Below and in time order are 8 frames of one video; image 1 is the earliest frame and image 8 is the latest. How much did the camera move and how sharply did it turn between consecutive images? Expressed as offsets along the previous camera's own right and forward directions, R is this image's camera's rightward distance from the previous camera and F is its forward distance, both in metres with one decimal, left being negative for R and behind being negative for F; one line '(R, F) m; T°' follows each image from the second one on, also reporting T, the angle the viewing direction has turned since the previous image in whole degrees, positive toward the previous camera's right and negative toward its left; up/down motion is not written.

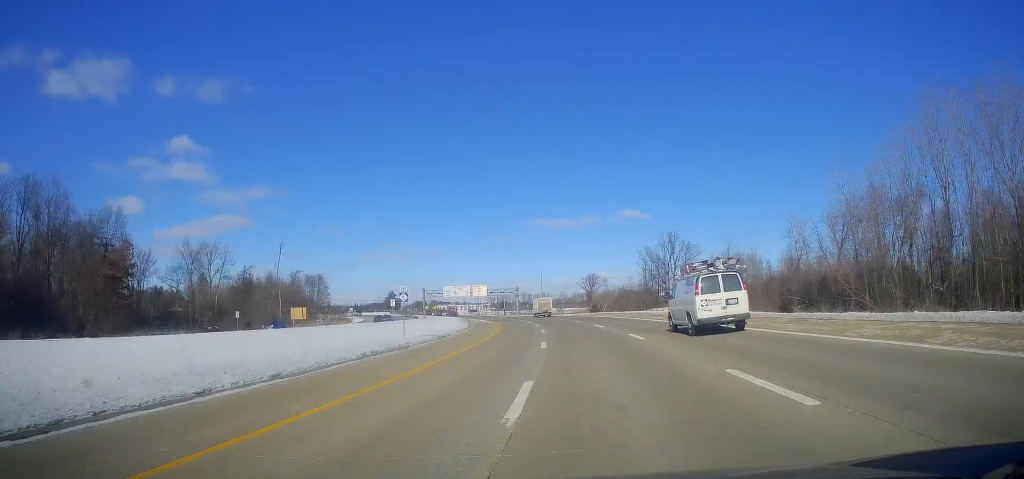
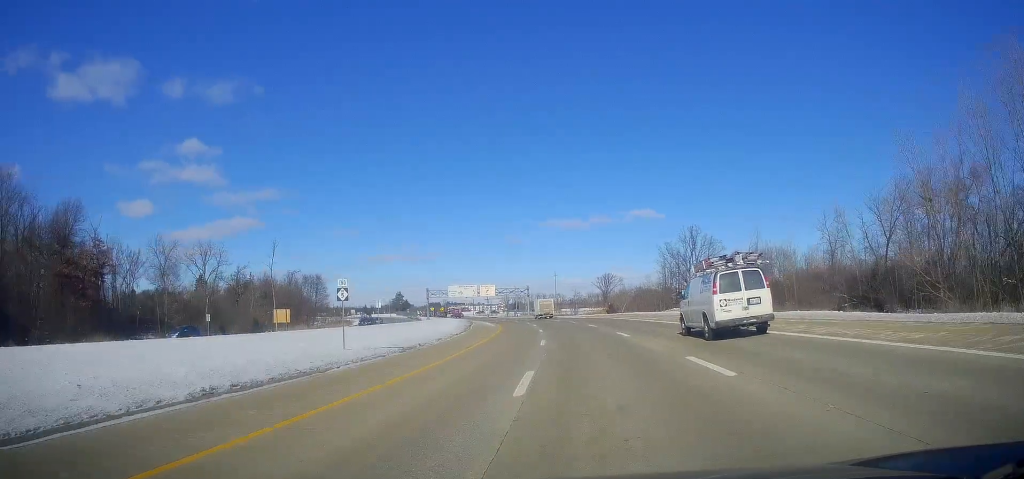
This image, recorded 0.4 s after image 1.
(-0.3, +13.0) m; -1°
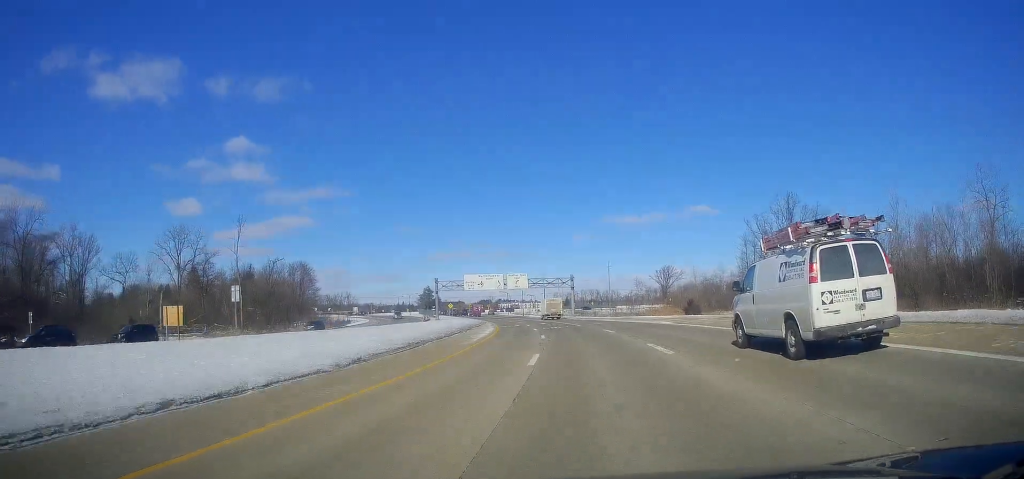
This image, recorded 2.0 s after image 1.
(-1.7, +43.6) m; -6°
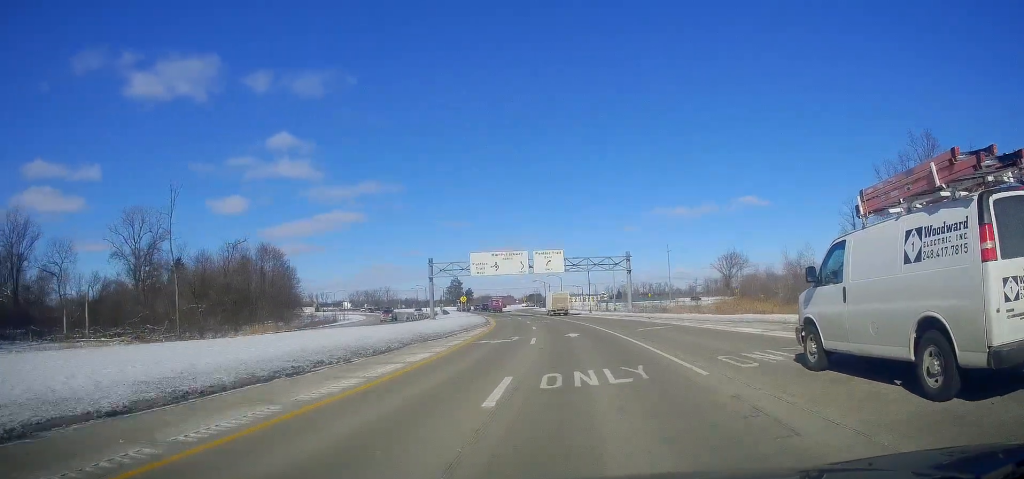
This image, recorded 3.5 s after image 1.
(-2.3, +37.2) m; -5°
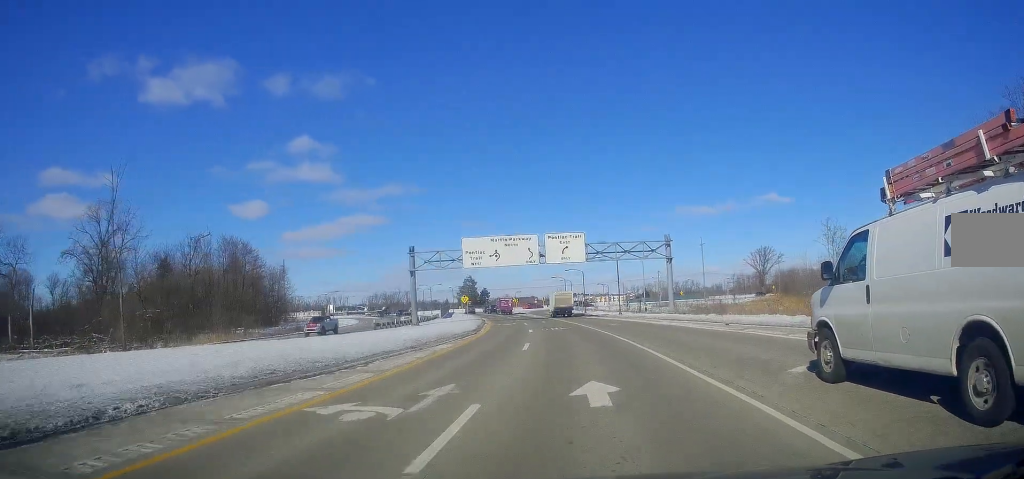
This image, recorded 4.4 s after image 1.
(-0.1, +18.4) m; -3°
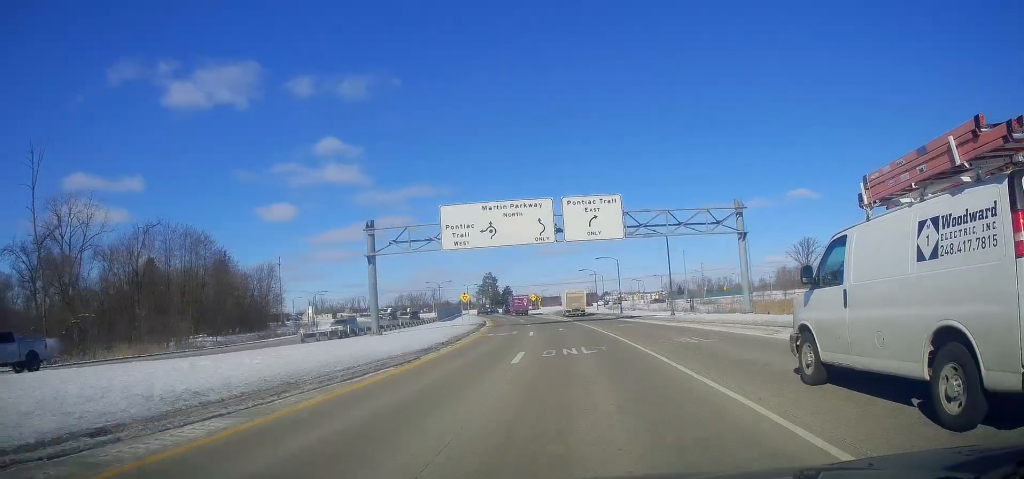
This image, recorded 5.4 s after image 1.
(-0.9, +19.3) m; -4°
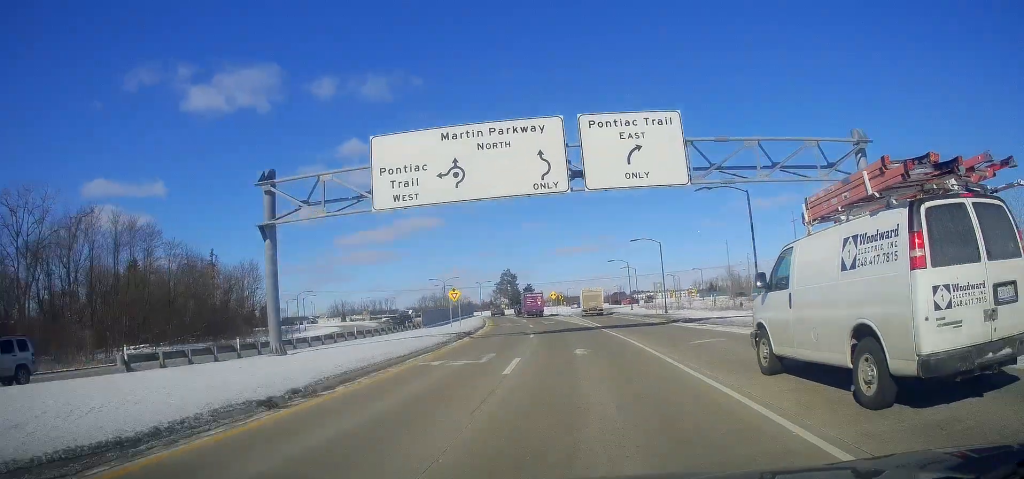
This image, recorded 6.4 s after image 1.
(-0.2, +16.9) m; -2°
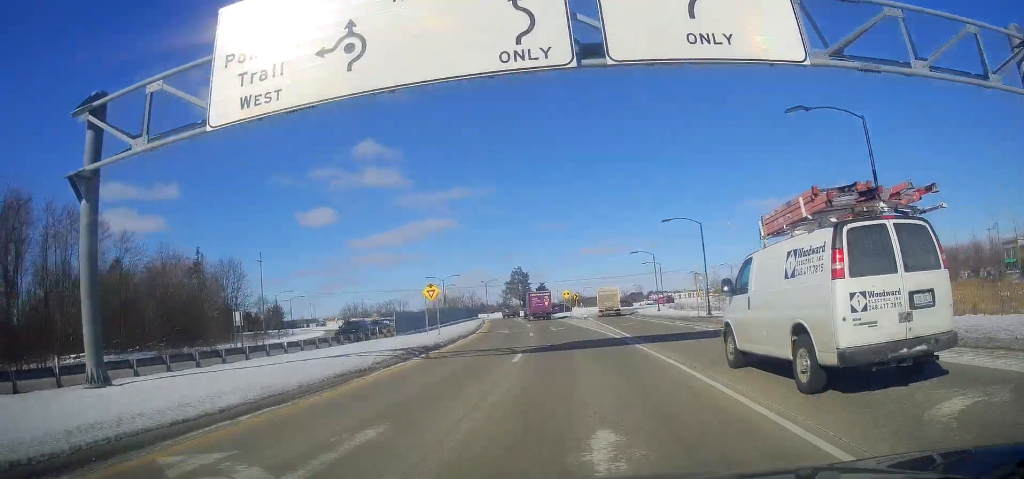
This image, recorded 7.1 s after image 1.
(-0.2, +11.3) m; -1°
